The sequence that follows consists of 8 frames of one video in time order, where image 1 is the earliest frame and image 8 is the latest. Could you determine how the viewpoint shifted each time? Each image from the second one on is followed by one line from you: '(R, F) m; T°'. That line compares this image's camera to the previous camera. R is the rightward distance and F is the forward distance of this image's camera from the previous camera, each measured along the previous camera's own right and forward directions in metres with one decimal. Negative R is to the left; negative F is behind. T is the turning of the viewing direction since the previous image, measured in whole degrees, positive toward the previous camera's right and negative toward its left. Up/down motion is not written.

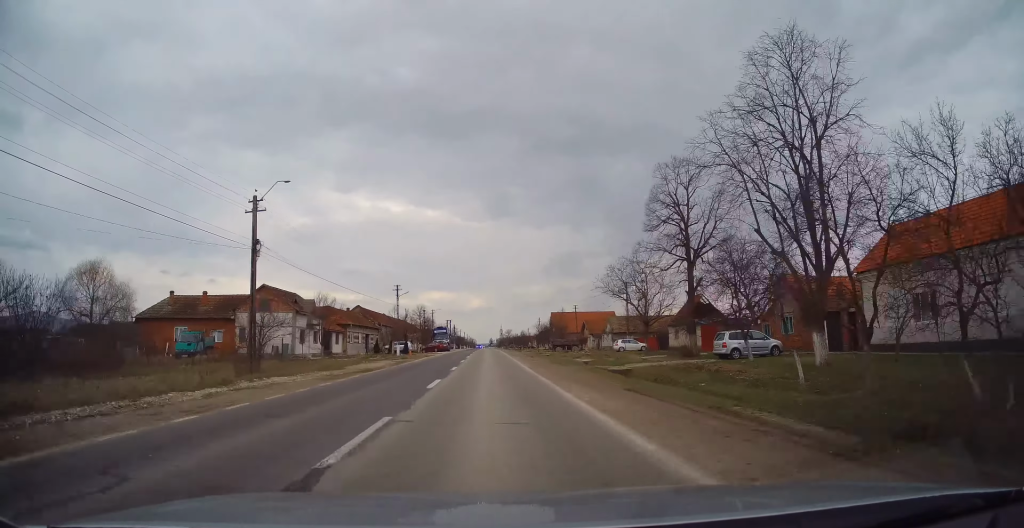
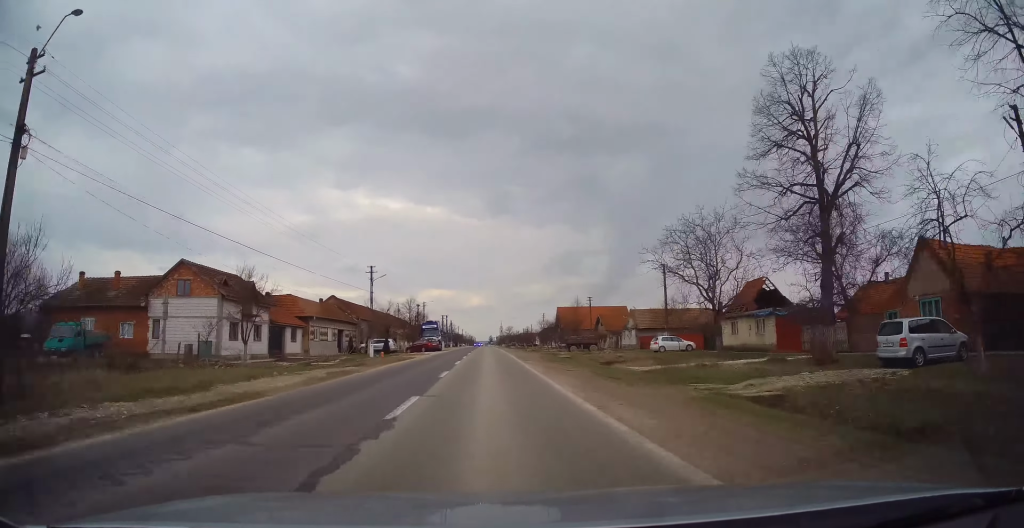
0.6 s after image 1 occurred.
(0.0, +14.5) m; +1°
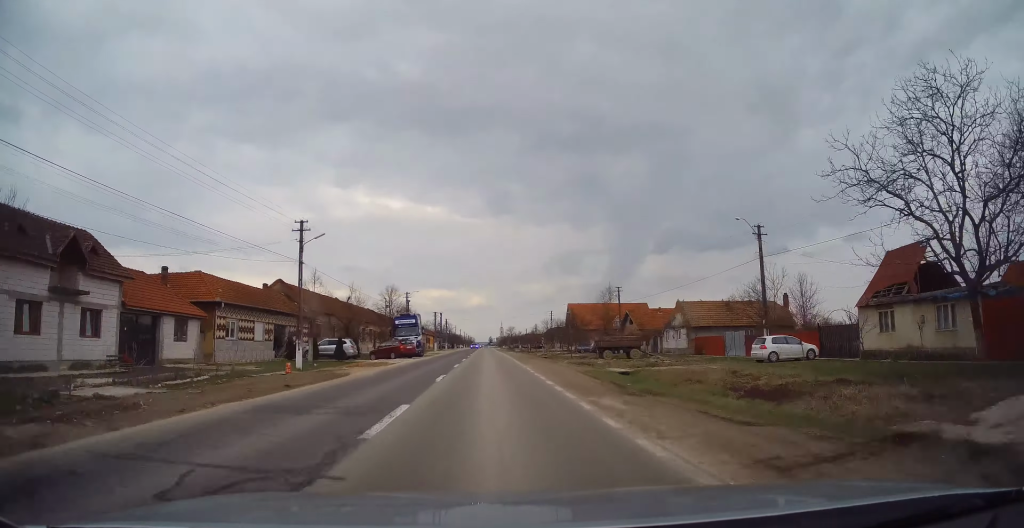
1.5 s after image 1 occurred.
(+0.2, +19.2) m; 0°
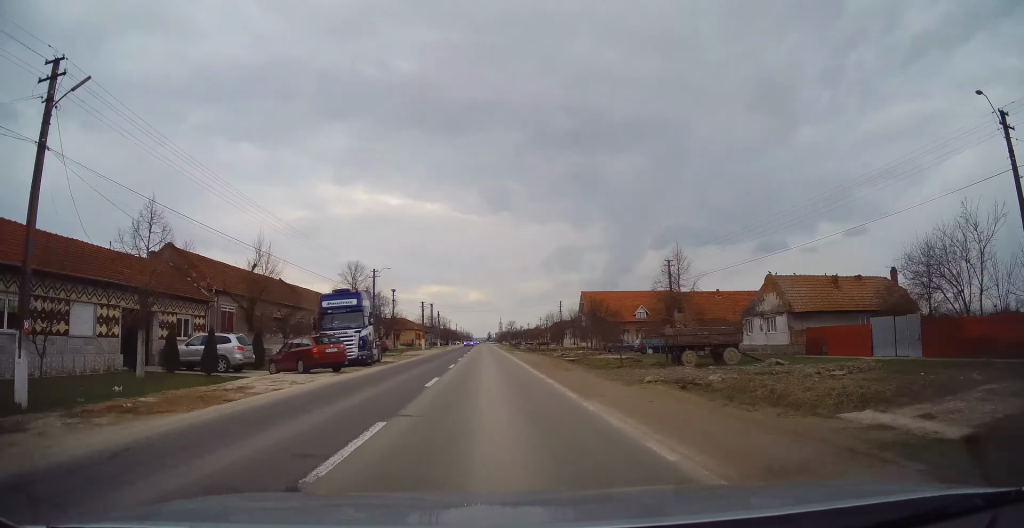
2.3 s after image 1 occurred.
(0.0, +20.0) m; 0°
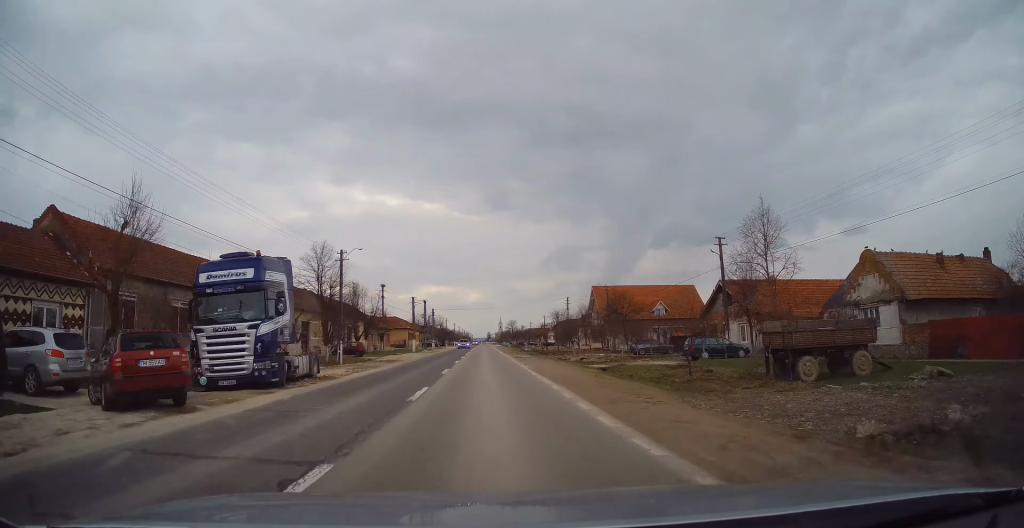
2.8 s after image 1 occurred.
(-0.1, +11.5) m; 0°
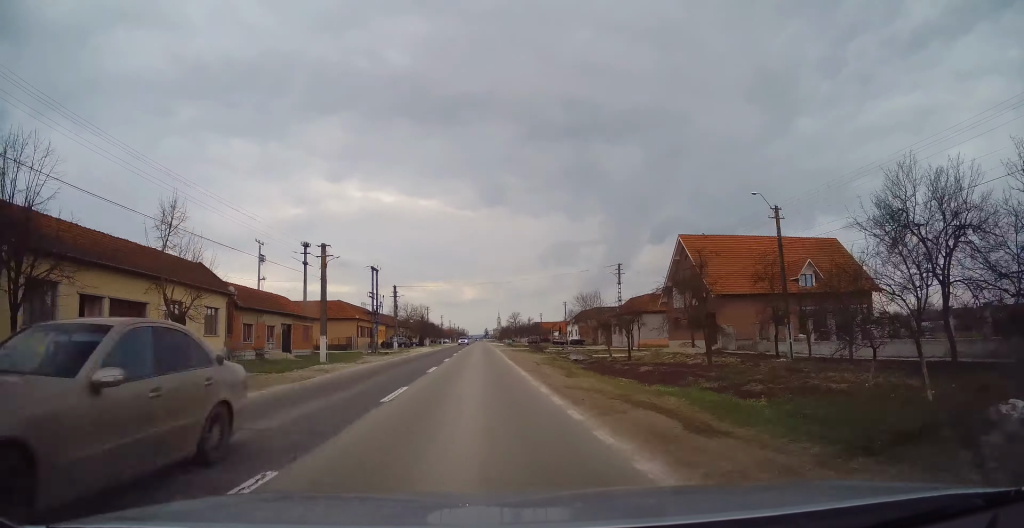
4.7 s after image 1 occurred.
(+0.2, +43.5) m; +1°
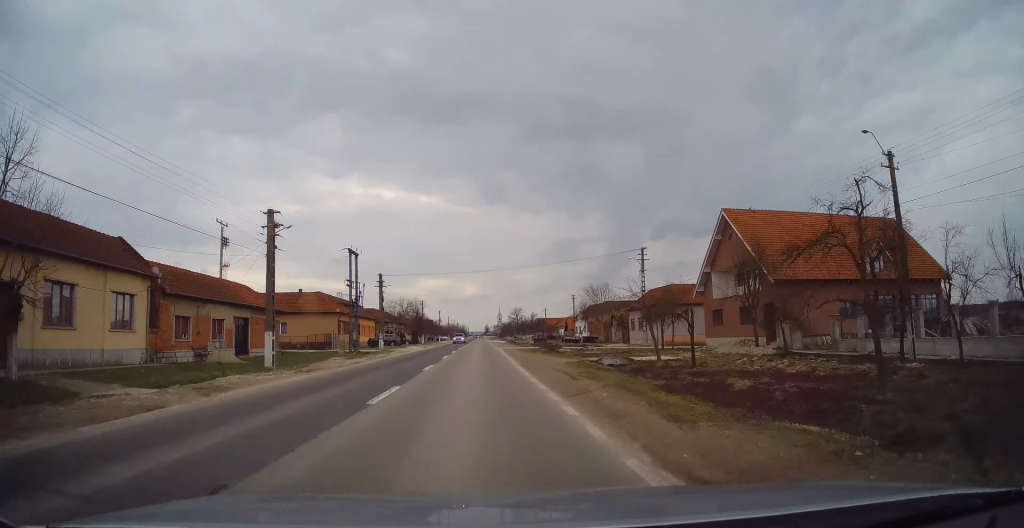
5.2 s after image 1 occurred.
(0.0, +9.6) m; 0°
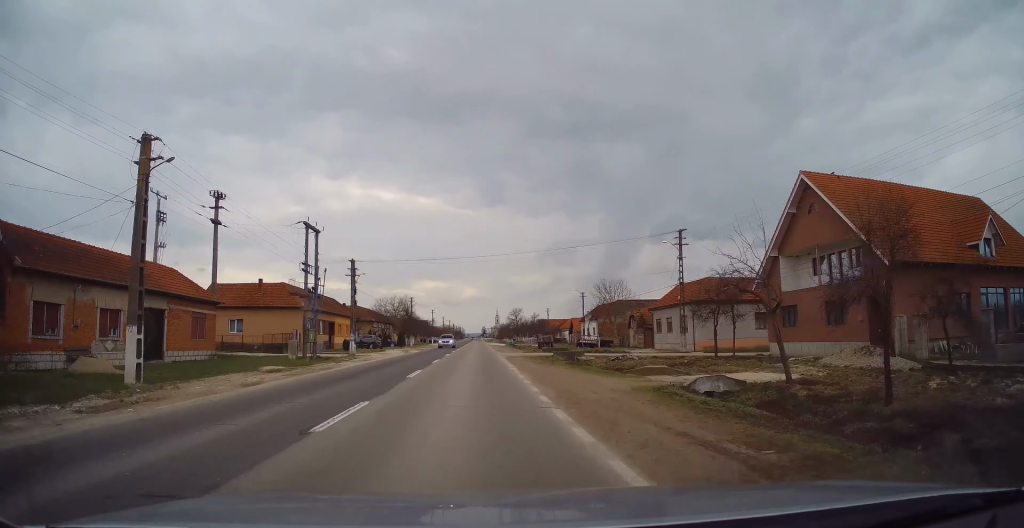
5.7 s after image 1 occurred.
(0.0, +11.7) m; 0°
